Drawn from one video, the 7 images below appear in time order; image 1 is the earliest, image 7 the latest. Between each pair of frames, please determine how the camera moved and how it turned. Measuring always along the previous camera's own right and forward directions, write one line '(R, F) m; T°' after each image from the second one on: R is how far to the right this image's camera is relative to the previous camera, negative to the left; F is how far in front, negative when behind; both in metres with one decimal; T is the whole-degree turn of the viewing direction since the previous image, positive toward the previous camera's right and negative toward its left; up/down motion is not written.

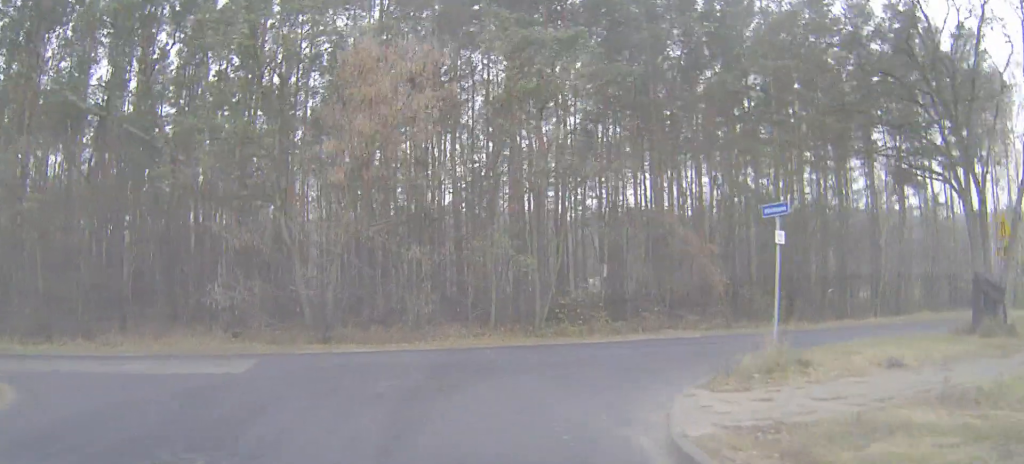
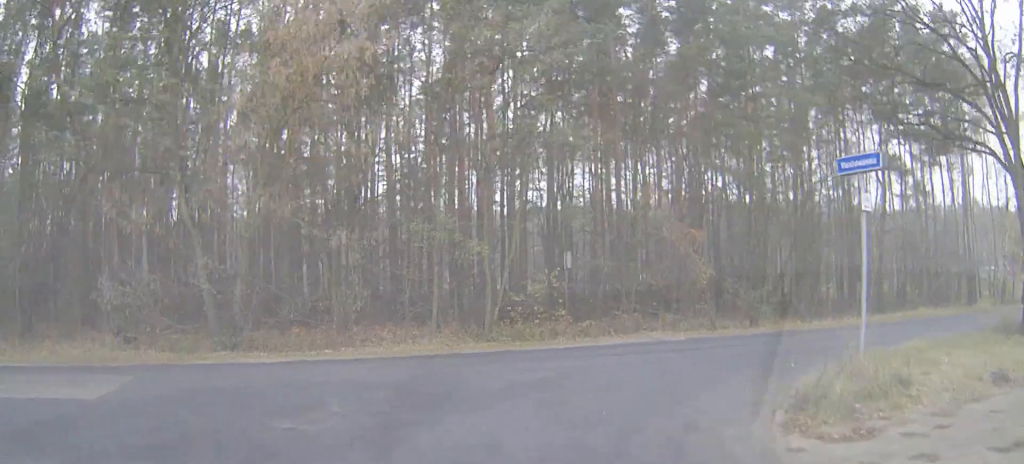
(+0.3, +5.0) m; +8°
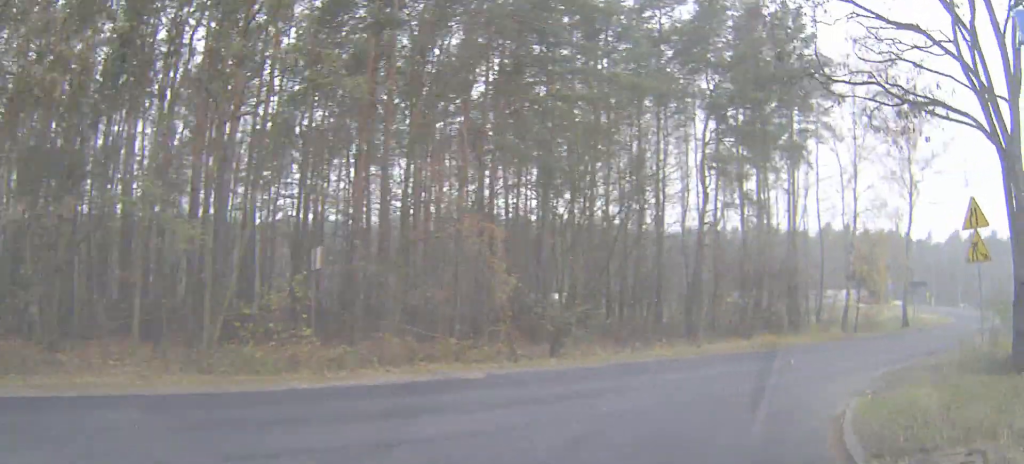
(+1.1, +6.1) m; +22°
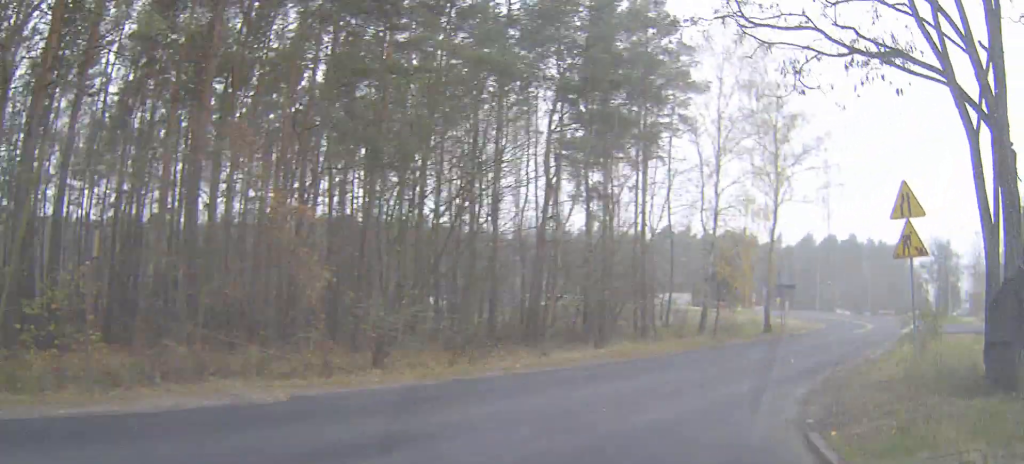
(+0.3, +2.8) m; +9°
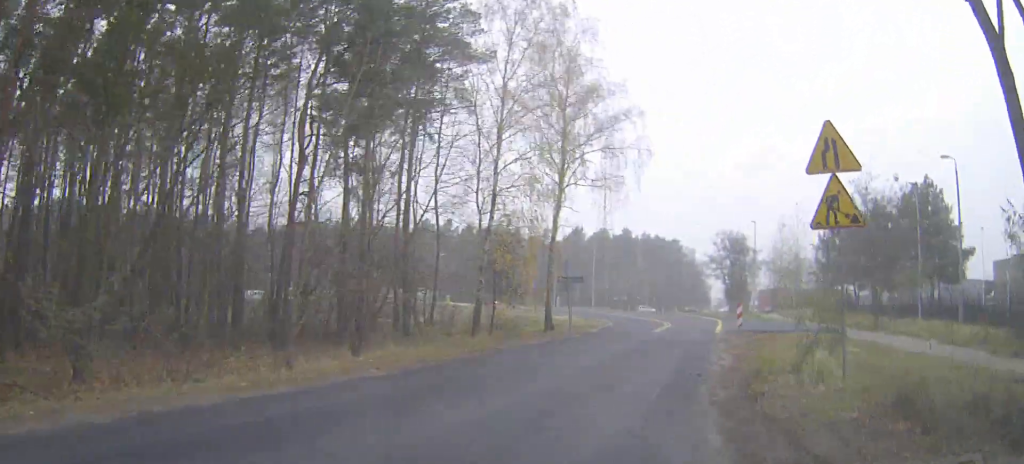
(+0.5, +4.4) m; +12°
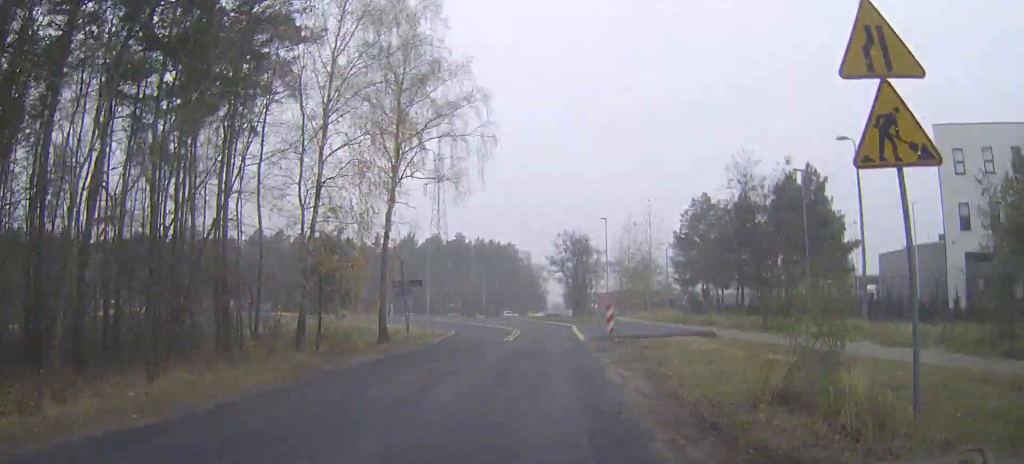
(+0.3, +4.2) m; +8°
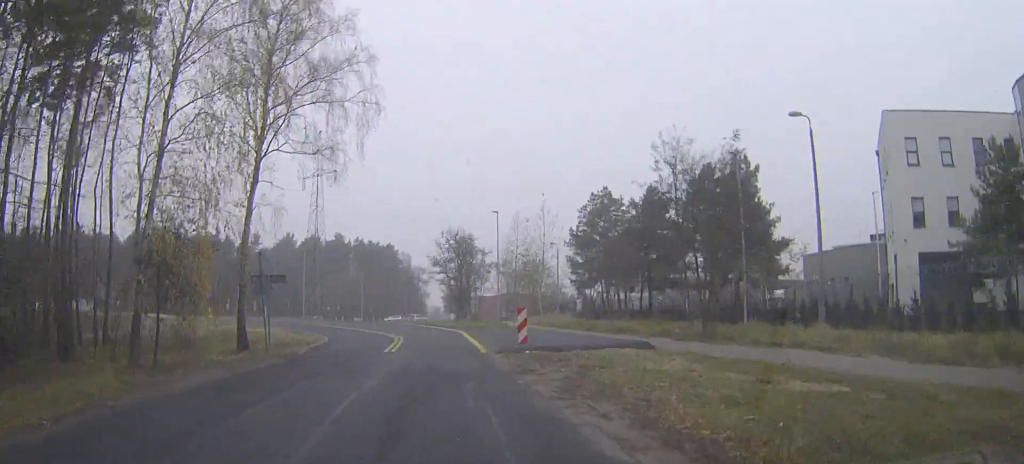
(+0.4, +5.6) m; +8°
